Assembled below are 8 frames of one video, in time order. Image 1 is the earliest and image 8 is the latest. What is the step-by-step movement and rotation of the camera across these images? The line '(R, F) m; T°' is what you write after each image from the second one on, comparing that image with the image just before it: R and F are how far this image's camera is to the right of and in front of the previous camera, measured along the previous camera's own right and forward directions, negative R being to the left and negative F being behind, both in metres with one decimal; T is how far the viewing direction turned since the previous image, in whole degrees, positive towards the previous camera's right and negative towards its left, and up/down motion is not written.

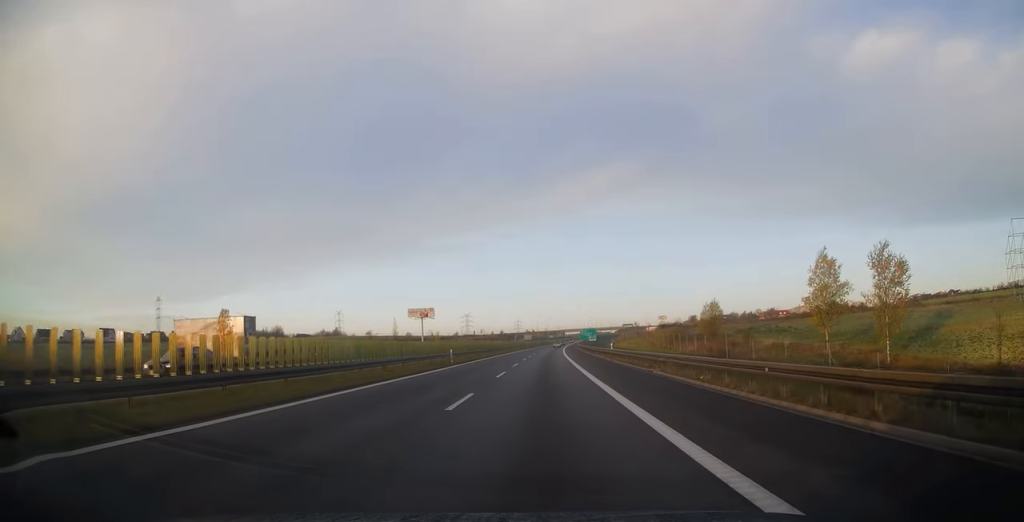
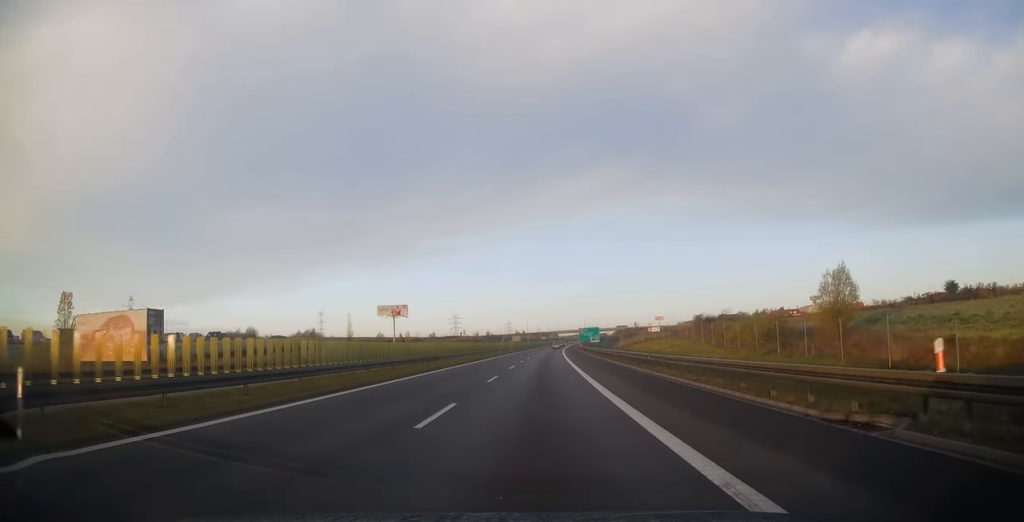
(+0.5, +38.3) m; +1°
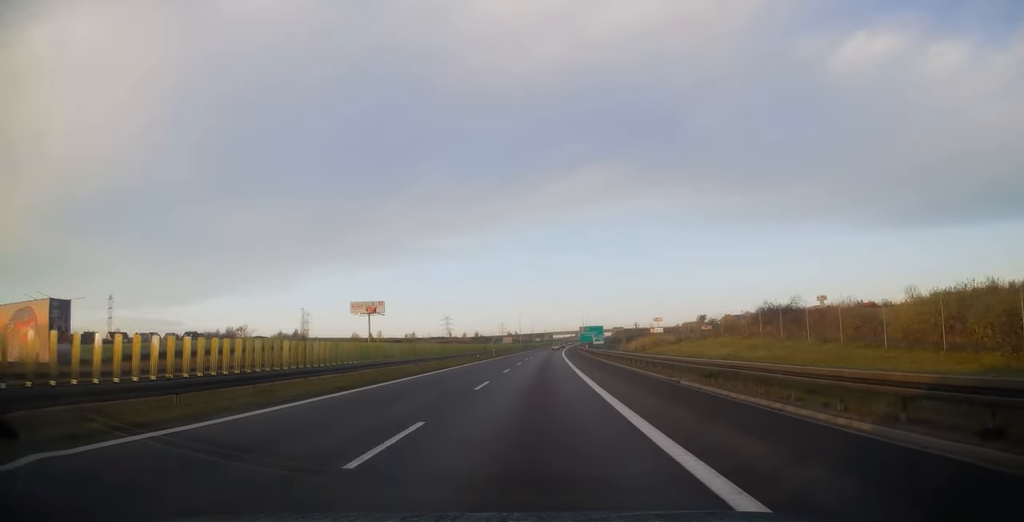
(+0.1, +27.2) m; 0°
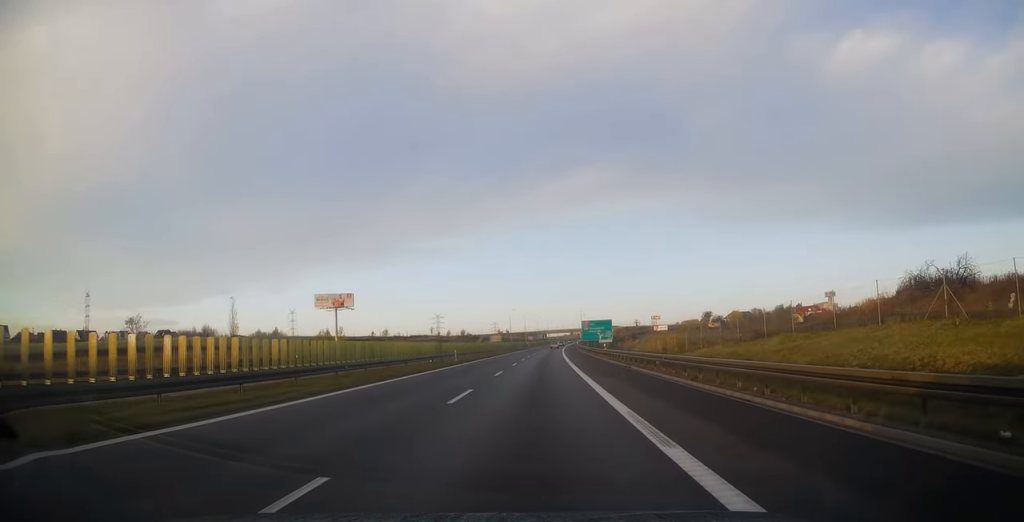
(-0.1, +28.6) m; +1°
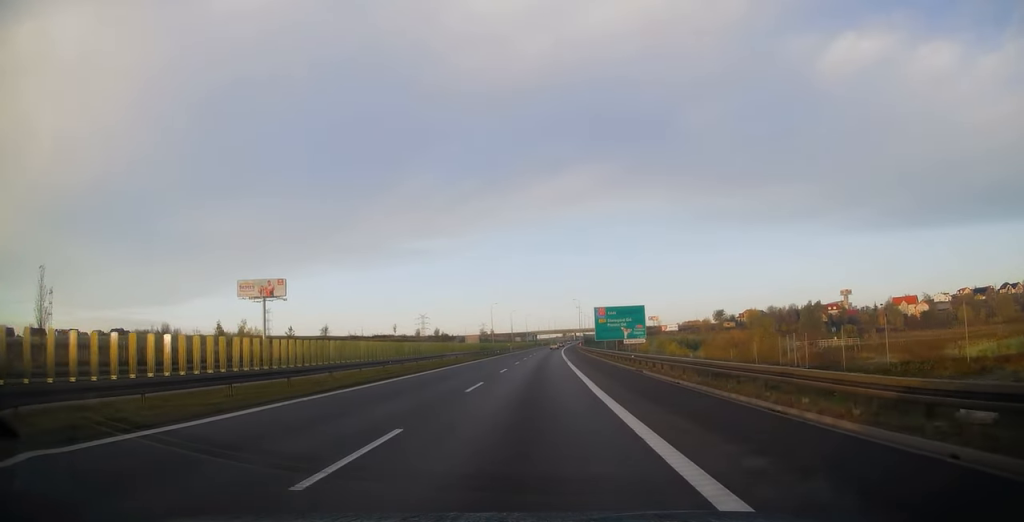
(+0.2, +44.3) m; 0°
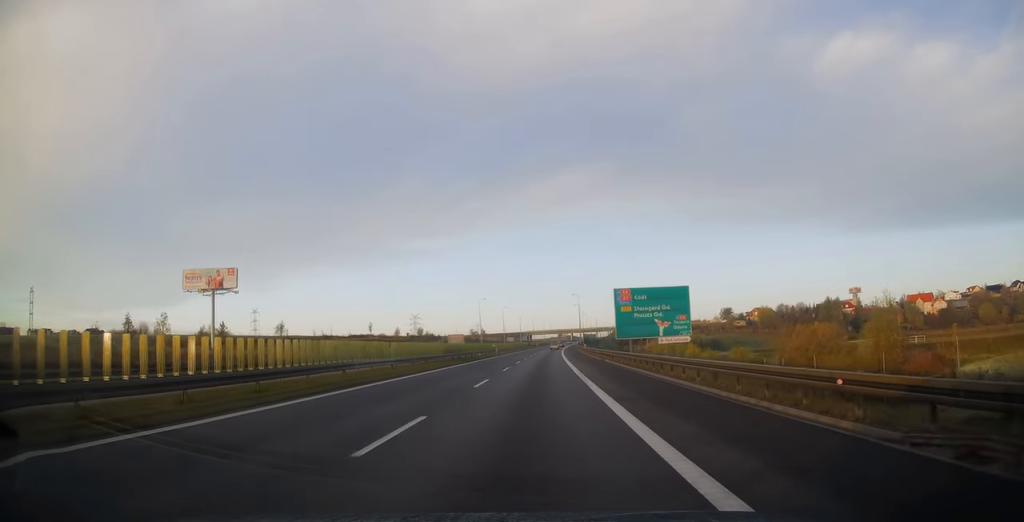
(0.0, +22.2) m; +1°
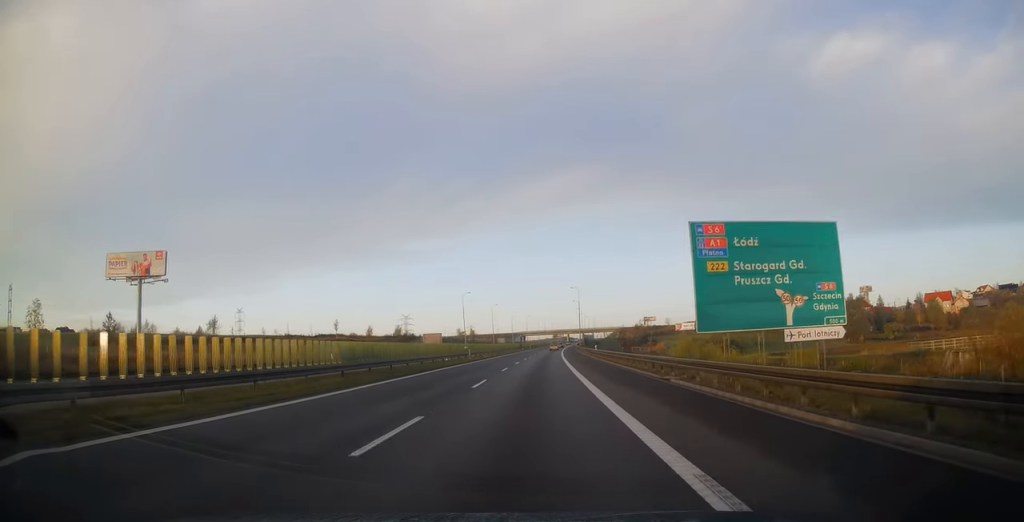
(+0.3, +24.0) m; +1°
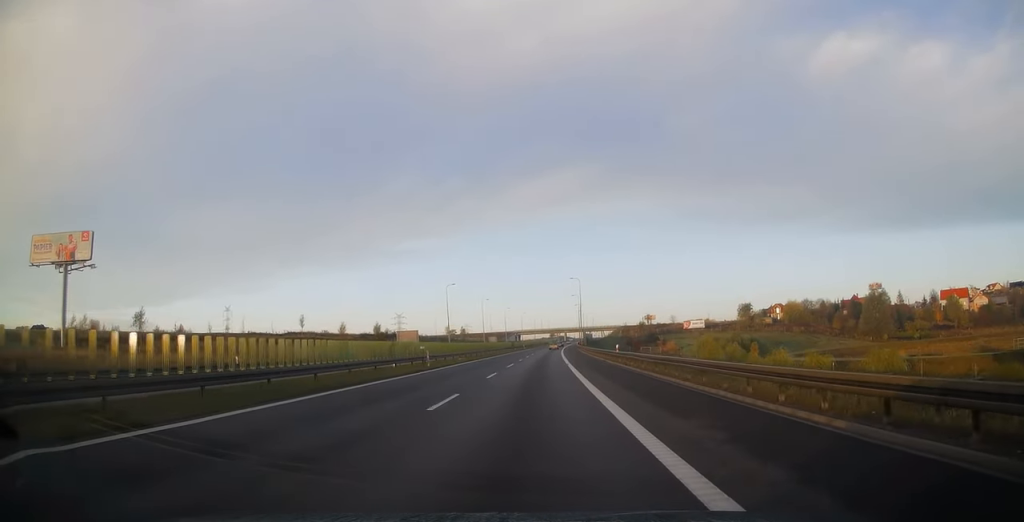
(+0.2, +18.9) m; +1°
